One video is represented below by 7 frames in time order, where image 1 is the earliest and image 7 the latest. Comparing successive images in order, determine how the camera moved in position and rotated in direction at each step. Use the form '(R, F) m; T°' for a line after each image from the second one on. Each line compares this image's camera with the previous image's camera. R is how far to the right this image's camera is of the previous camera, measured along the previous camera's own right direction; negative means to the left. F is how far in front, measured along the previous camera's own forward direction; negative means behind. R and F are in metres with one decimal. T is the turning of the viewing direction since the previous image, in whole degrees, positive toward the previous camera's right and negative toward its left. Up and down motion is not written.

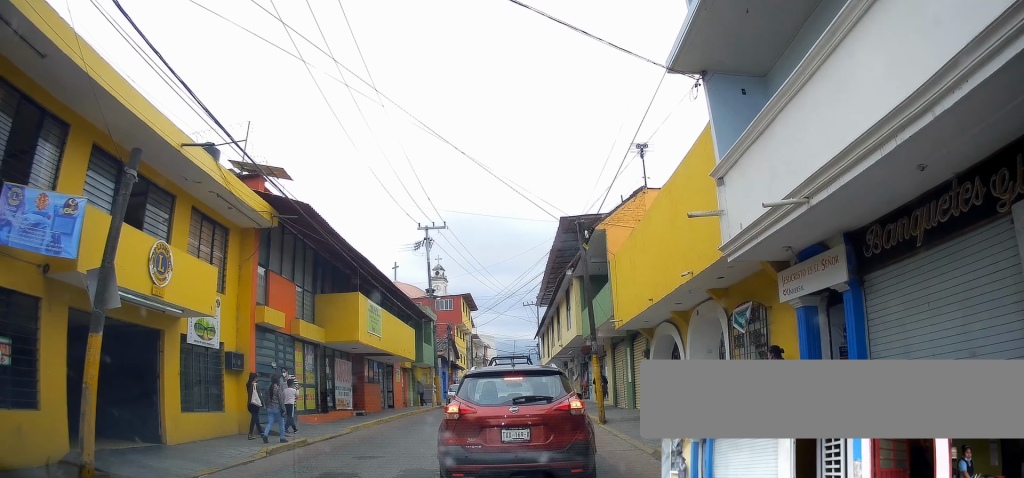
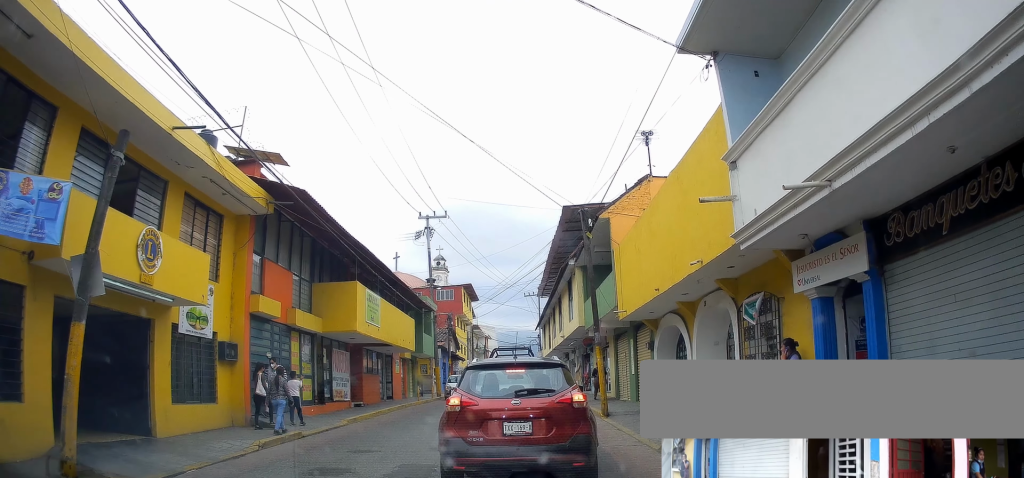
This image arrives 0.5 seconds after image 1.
(0.0, 0.0) m; 0°
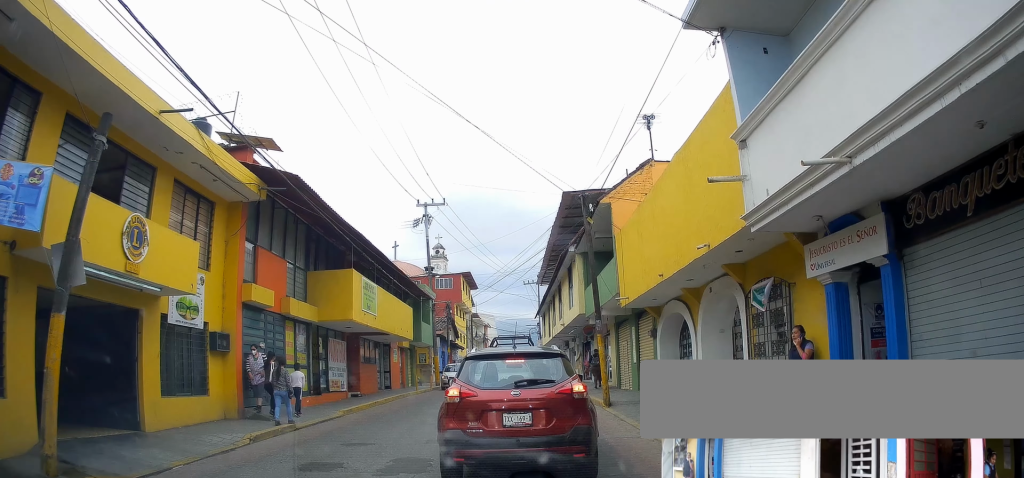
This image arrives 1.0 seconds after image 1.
(0.0, 0.0) m; 0°
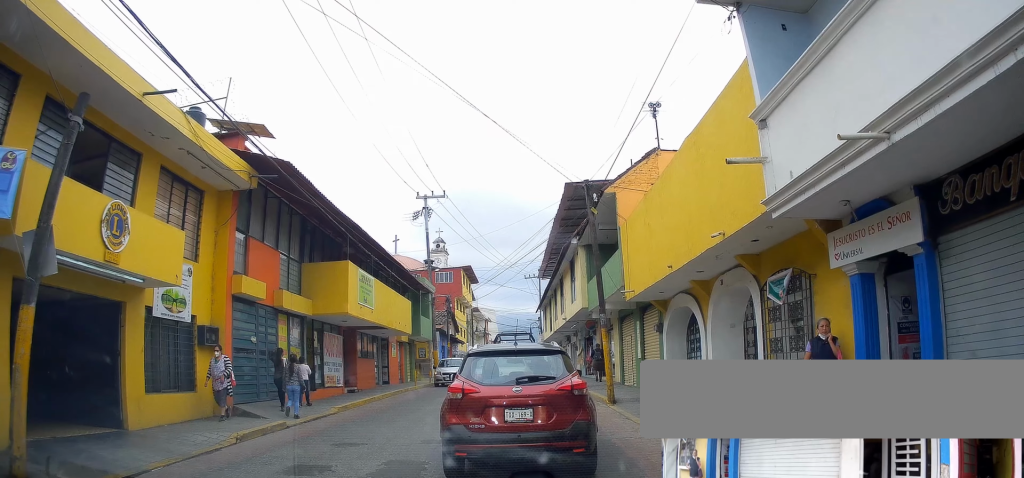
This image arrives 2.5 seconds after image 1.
(0.0, +0.4) m; 0°
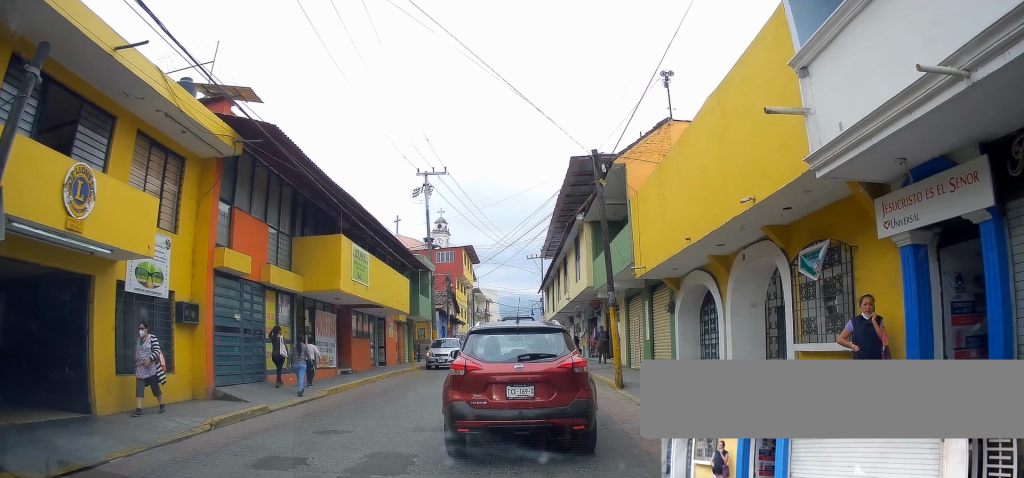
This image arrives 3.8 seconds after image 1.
(0.0, +0.4) m; 0°
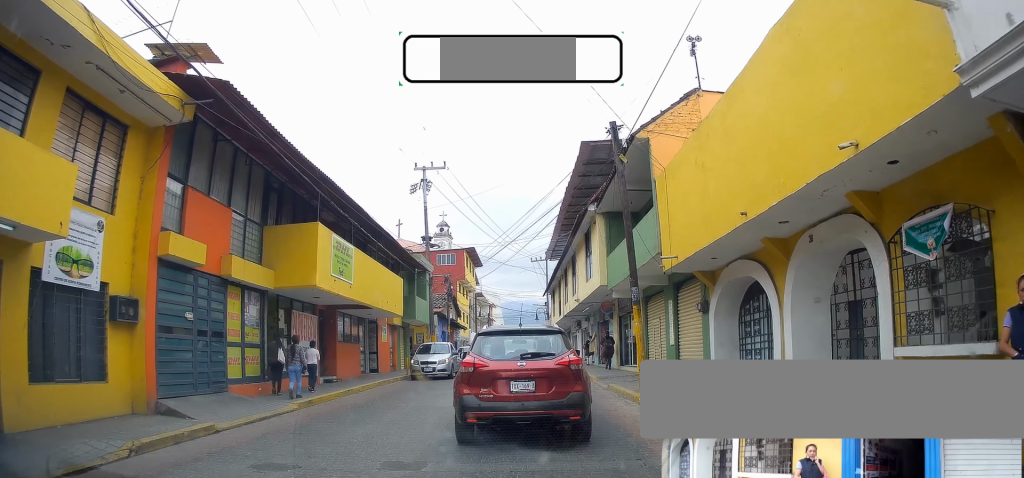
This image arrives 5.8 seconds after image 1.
(0.0, +1.6) m; 0°
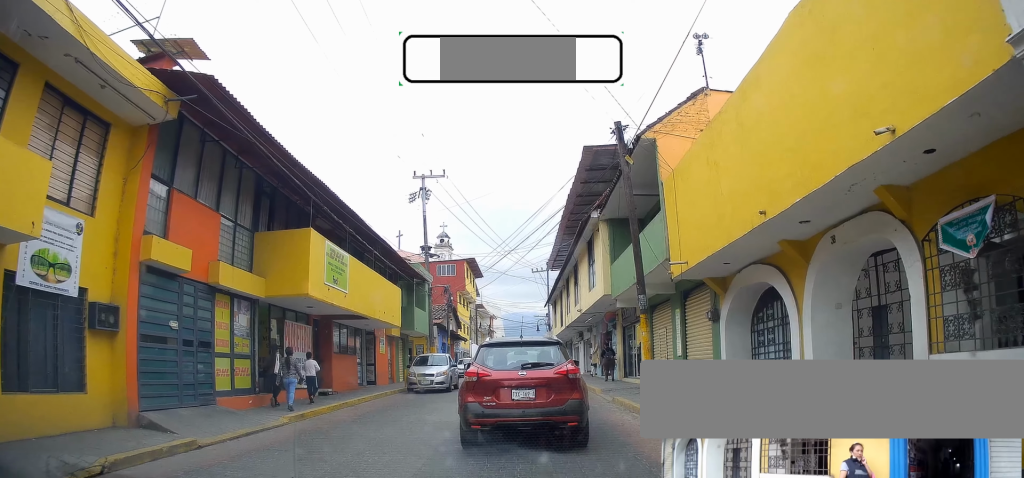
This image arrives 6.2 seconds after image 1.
(-0.1, +0.5) m; -3°
